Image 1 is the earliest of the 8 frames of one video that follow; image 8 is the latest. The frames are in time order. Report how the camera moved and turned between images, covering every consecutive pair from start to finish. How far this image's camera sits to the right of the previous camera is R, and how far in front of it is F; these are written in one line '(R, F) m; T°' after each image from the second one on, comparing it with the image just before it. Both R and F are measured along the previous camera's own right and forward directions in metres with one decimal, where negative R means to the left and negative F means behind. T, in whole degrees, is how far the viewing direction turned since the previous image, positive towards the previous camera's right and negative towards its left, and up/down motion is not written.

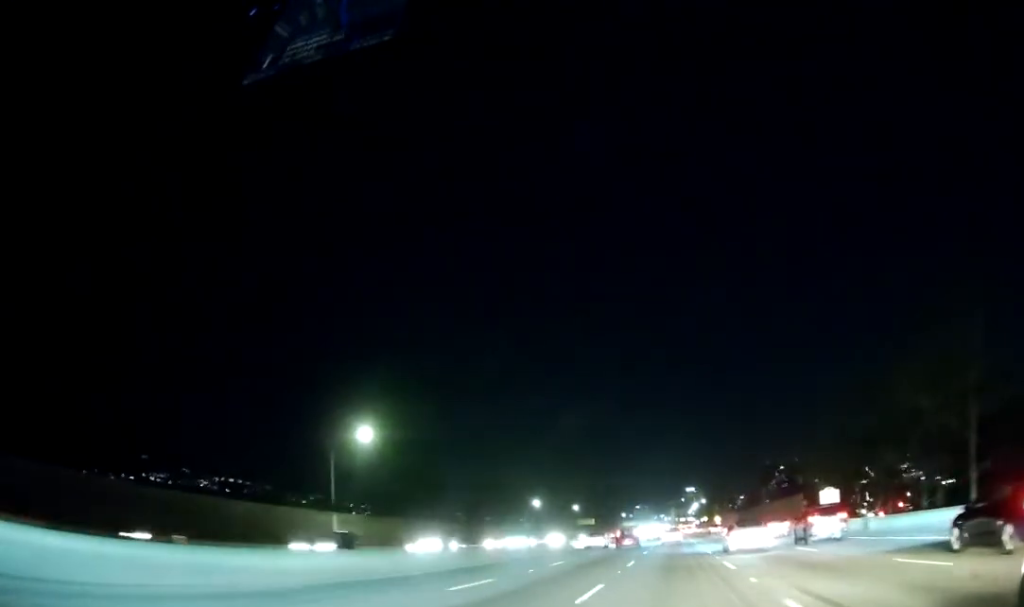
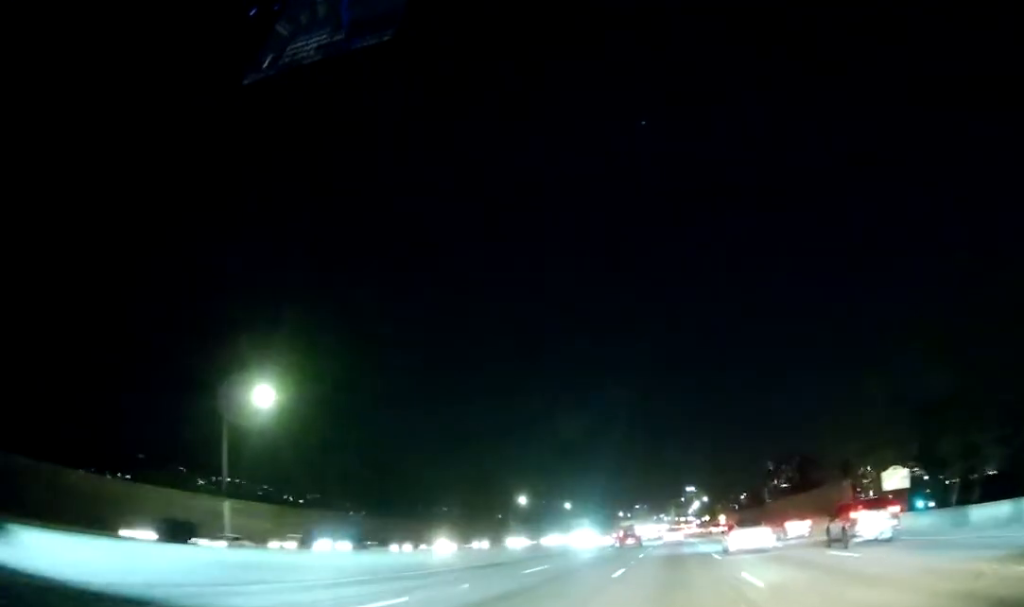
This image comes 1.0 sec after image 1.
(-0.2, +21.1) m; -1°
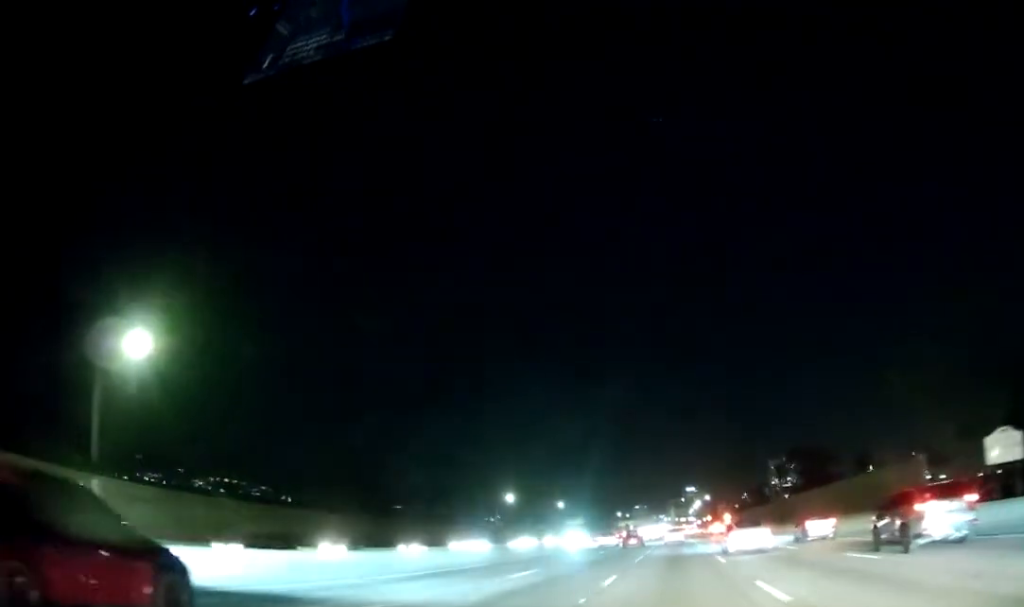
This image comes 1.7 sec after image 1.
(0.0, +16.2) m; 0°
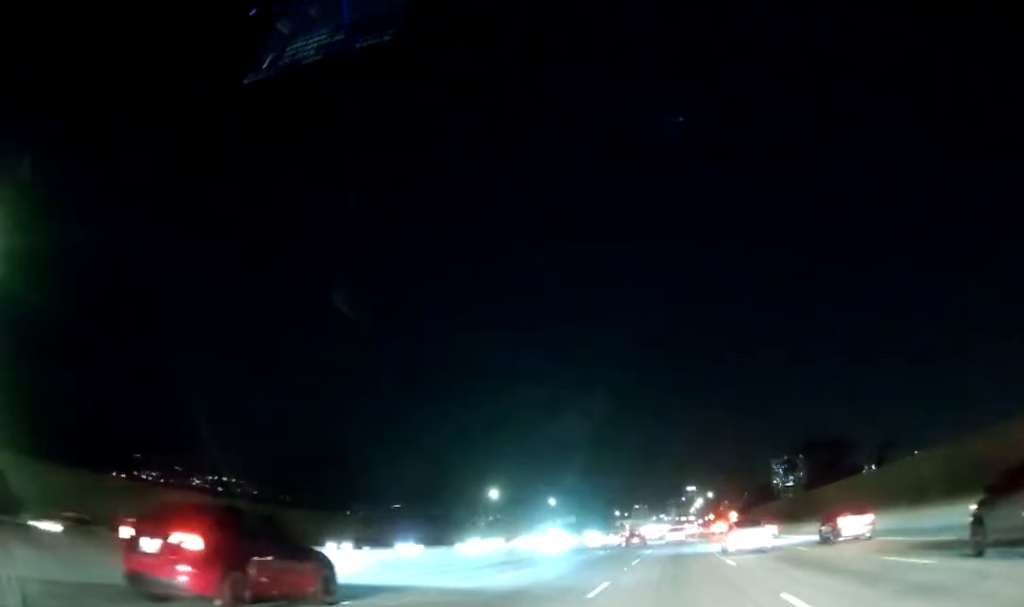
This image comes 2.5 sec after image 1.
(0.0, +18.0) m; +1°
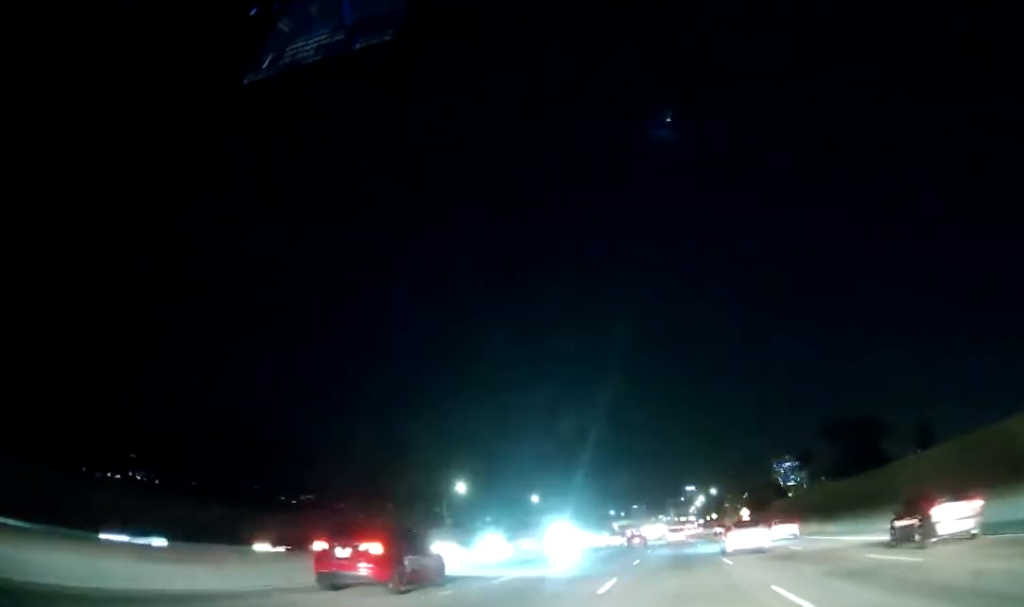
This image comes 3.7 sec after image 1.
(+0.3, +26.9) m; 0°
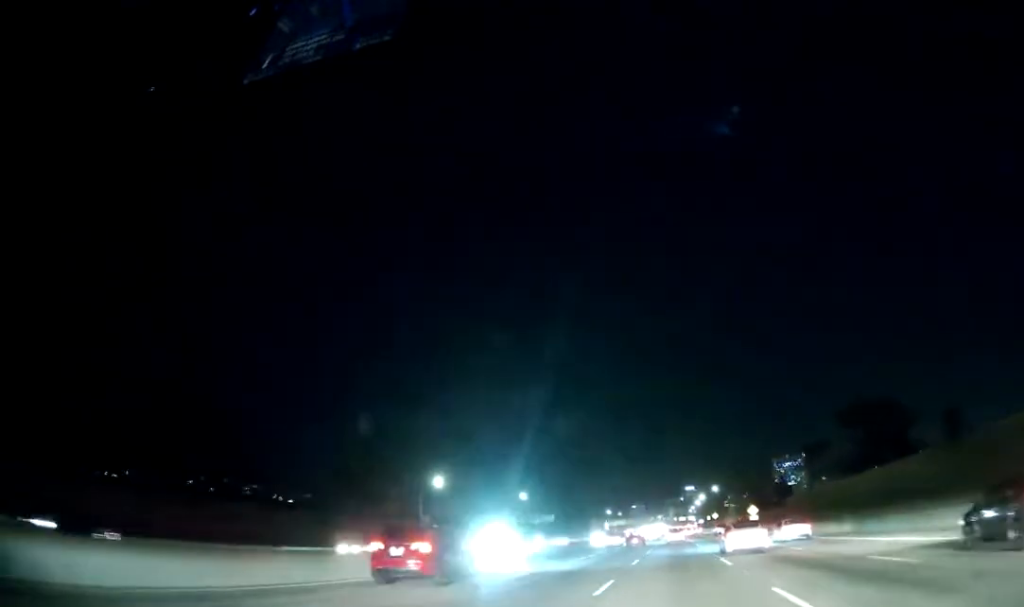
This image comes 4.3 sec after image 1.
(-0.2, +14.9) m; 0°
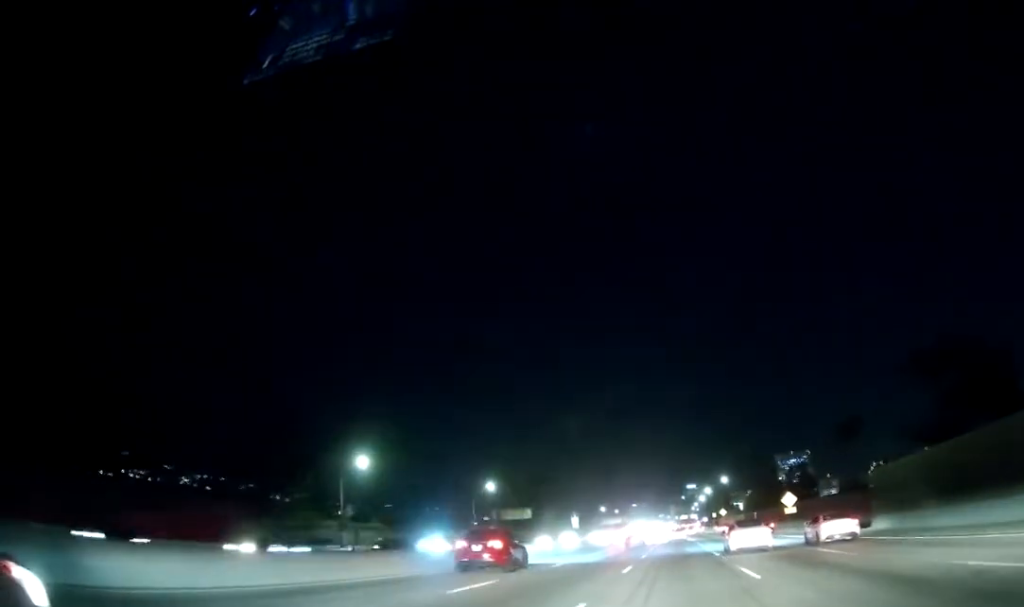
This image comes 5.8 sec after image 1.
(+0.1, +35.1) m; 0°
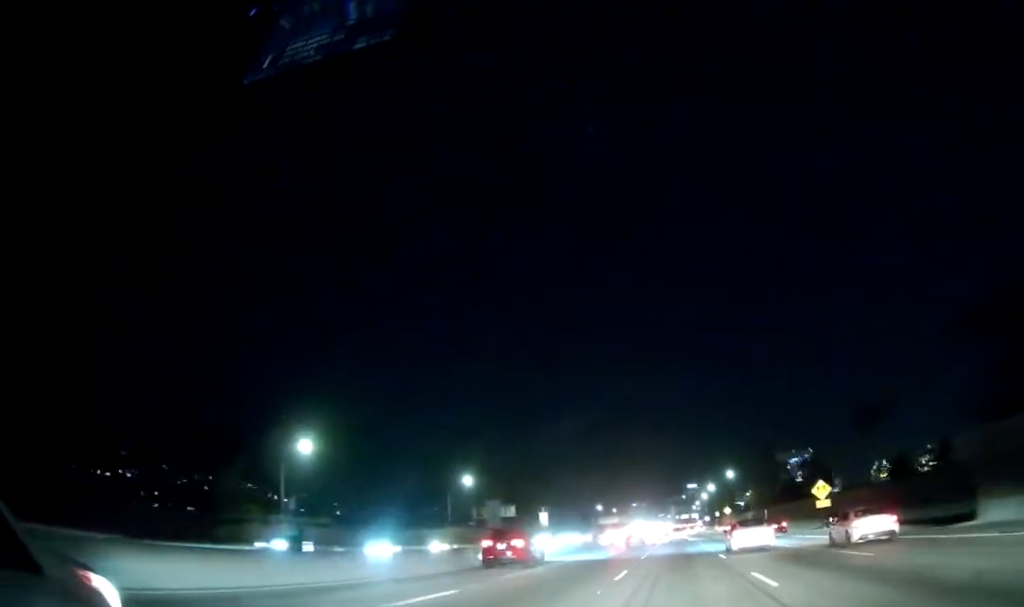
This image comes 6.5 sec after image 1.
(-0.2, +17.8) m; 0°
